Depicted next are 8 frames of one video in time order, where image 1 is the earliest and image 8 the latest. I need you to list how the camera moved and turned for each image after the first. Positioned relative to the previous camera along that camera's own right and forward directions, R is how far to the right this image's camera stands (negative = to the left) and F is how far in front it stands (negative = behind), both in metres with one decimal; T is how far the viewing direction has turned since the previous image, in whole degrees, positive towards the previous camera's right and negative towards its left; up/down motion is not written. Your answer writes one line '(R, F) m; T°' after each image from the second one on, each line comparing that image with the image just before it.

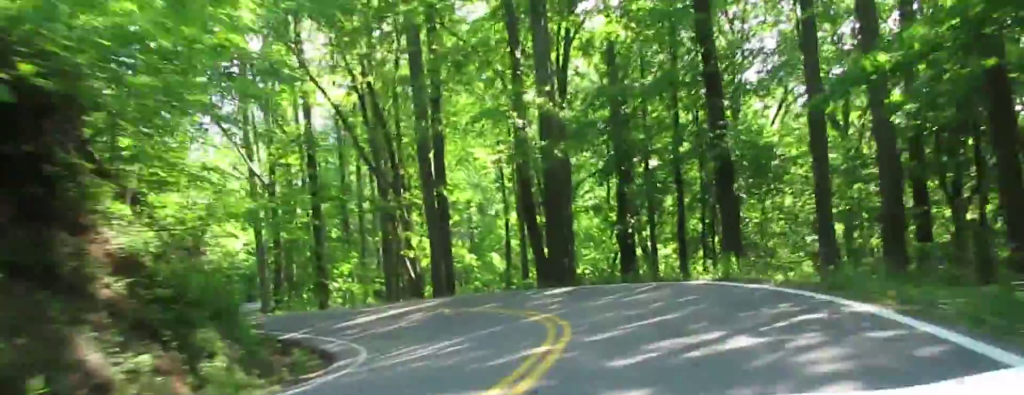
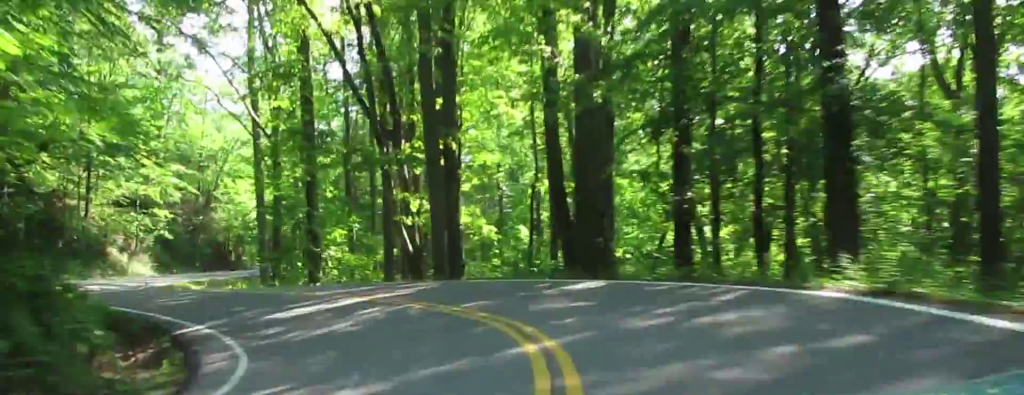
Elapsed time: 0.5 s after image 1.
(-0.7, +10.5) m; +5°
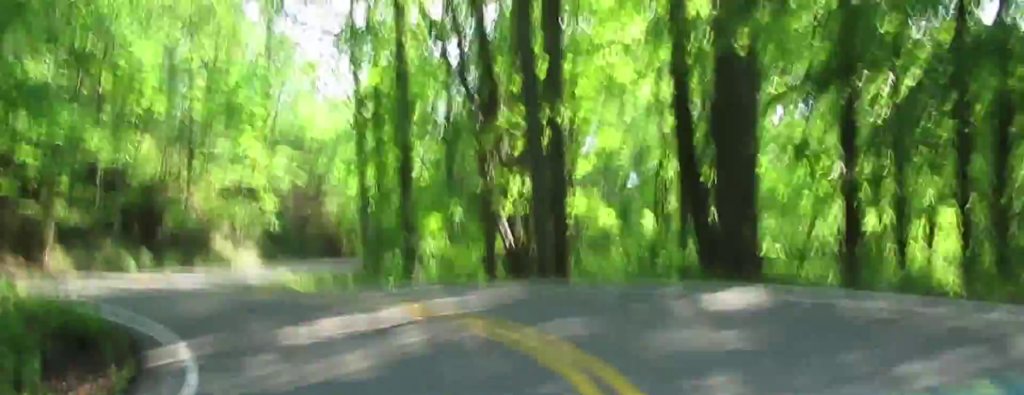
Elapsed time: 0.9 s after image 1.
(-1.3, +7.8) m; +5°
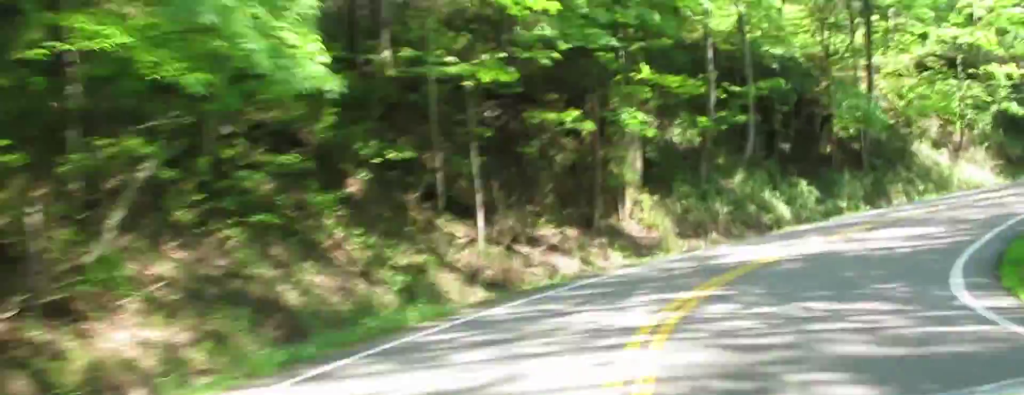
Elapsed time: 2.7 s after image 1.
(+9.3, +40.5) m; +9°
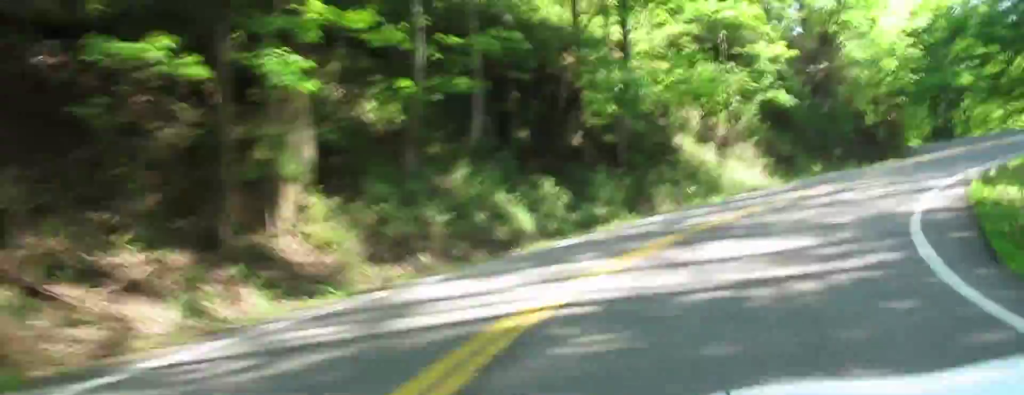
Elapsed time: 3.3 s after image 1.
(-0.4, +14.2) m; -9°
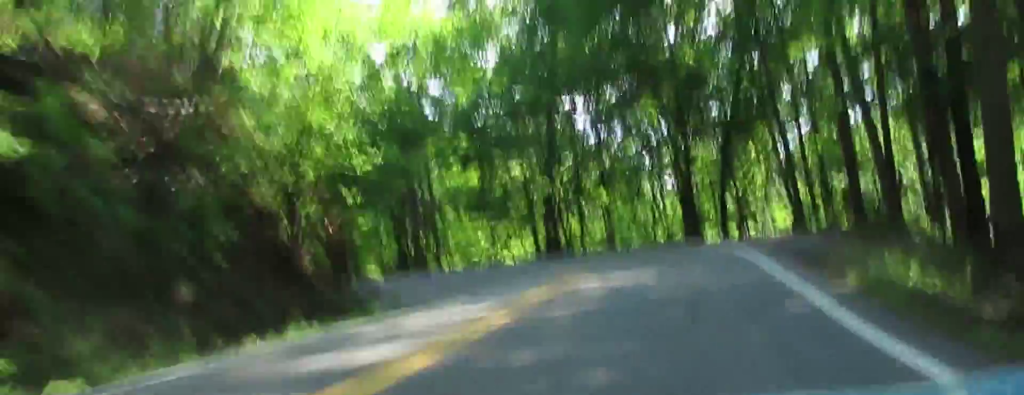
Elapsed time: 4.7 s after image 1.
(-8.4, +26.4) m; -56°
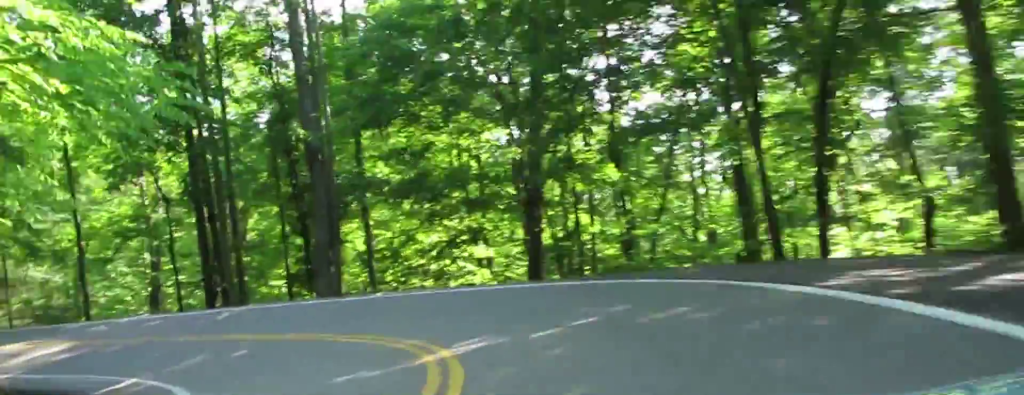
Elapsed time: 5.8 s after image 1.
(-11.6, +18.7) m; -29°
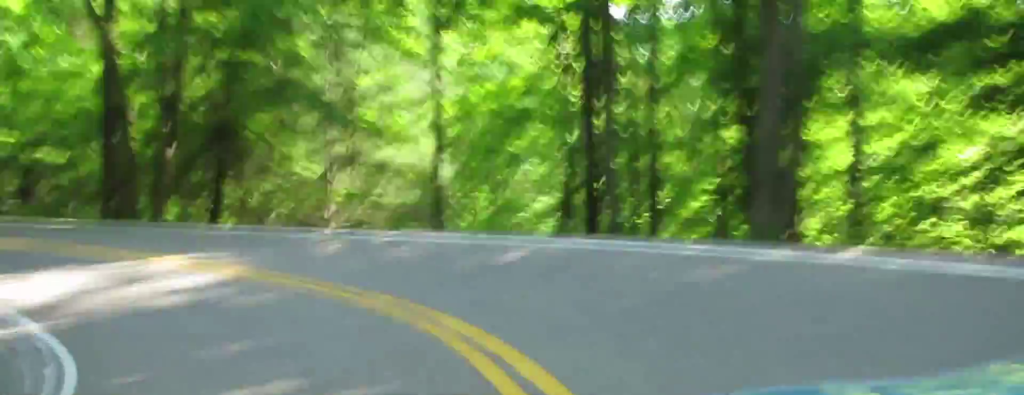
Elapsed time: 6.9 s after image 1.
(+2.9, +22.8) m; +16°
